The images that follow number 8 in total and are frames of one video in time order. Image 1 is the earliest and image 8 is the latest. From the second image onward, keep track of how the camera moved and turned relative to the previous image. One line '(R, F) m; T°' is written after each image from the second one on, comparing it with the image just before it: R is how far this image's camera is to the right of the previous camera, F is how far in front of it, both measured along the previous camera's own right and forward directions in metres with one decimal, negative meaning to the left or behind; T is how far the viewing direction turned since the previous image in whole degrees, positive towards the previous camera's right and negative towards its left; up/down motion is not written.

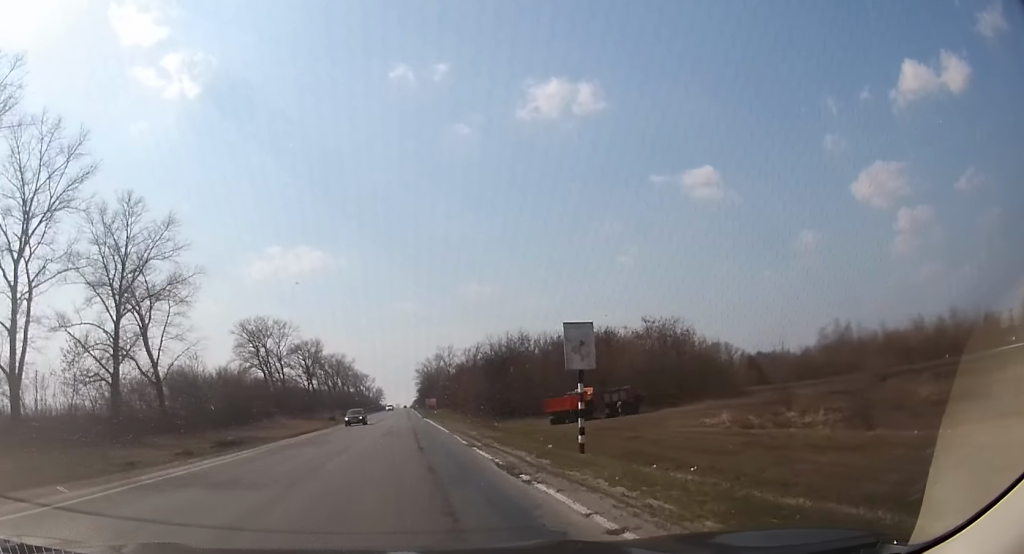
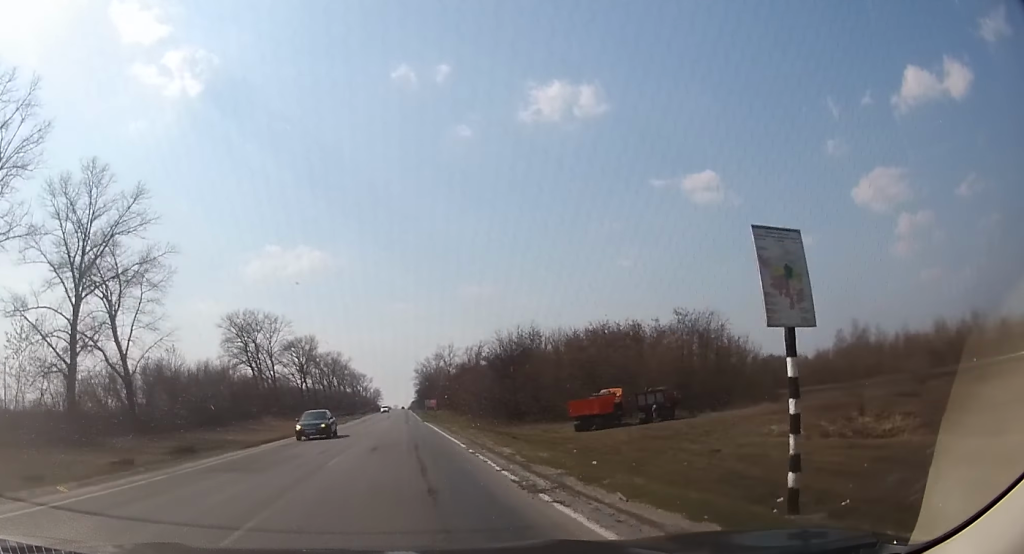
(0.0, +9.1) m; 0°
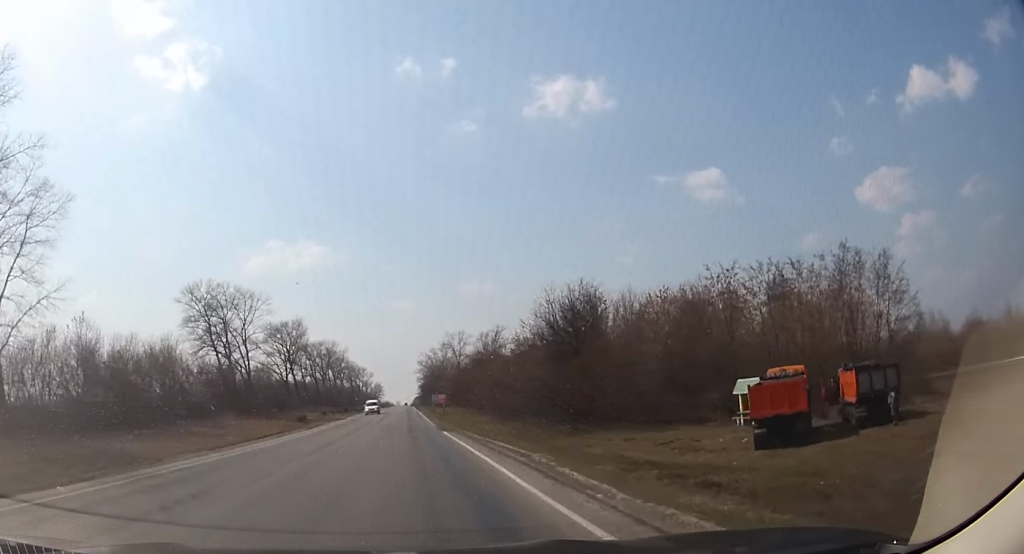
(+0.1, +26.5) m; 0°
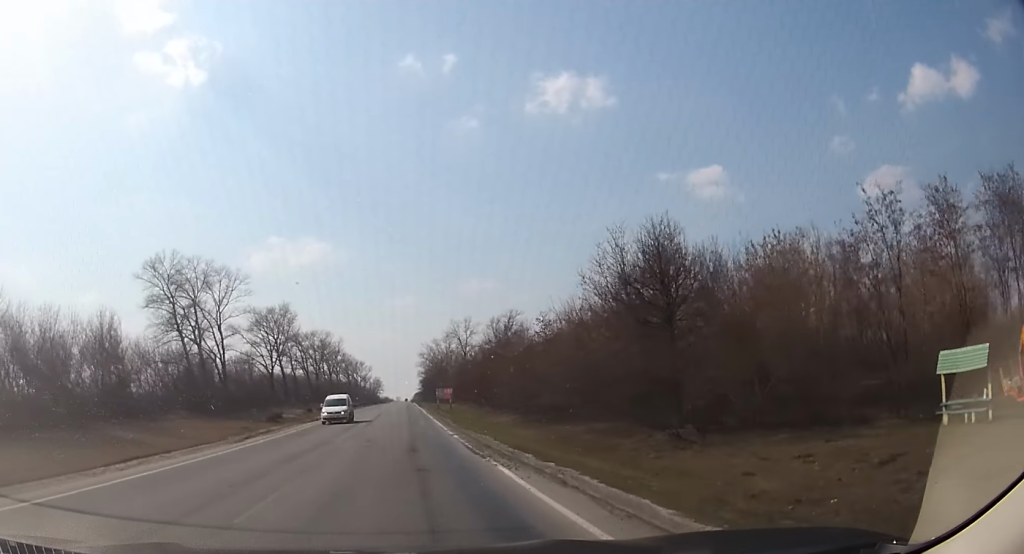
(-0.1, +17.0) m; -1°
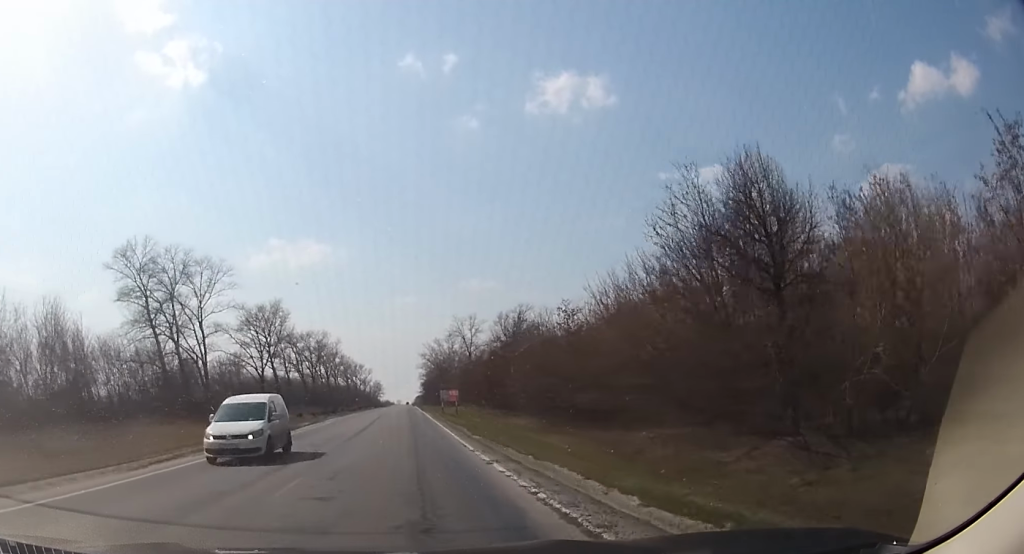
(0.0, +10.1) m; 0°
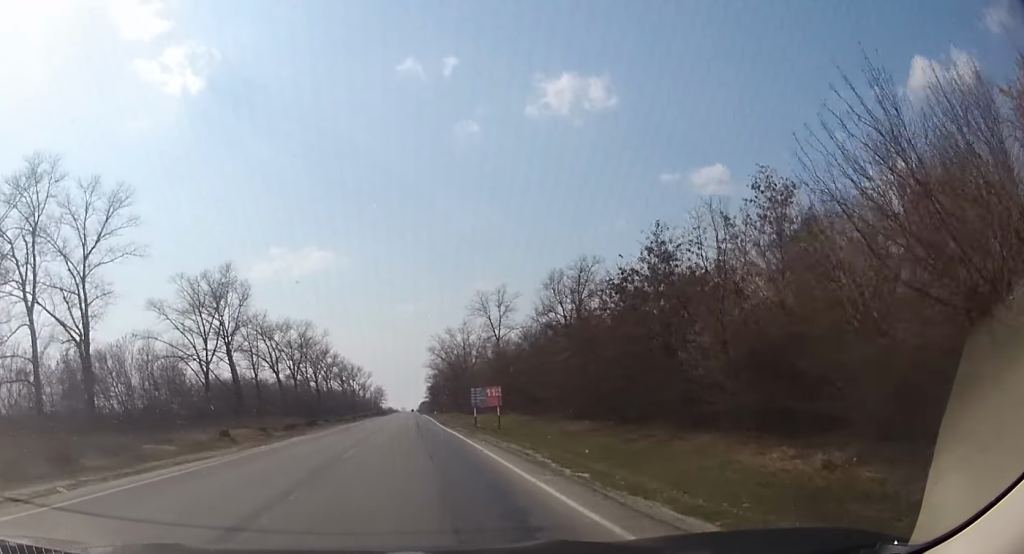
(+0.1, +38.3) m; 0°
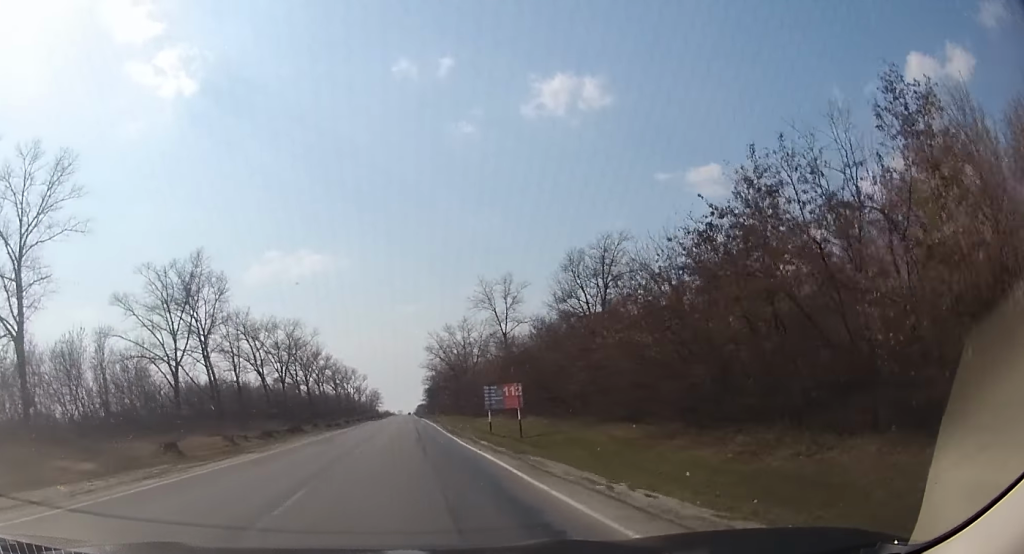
(0.0, +11.2) m; 0°
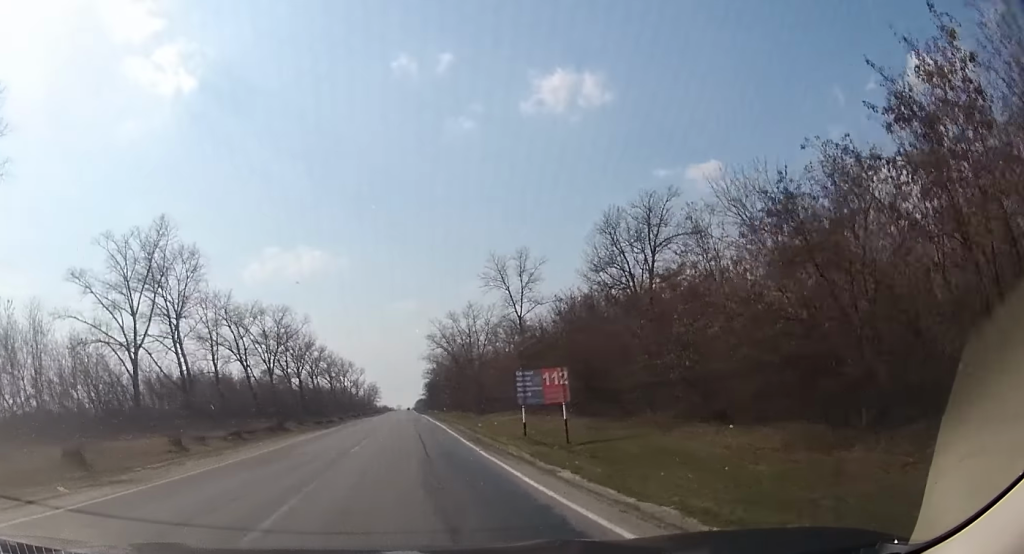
(0.0, +12.6) m; 0°
